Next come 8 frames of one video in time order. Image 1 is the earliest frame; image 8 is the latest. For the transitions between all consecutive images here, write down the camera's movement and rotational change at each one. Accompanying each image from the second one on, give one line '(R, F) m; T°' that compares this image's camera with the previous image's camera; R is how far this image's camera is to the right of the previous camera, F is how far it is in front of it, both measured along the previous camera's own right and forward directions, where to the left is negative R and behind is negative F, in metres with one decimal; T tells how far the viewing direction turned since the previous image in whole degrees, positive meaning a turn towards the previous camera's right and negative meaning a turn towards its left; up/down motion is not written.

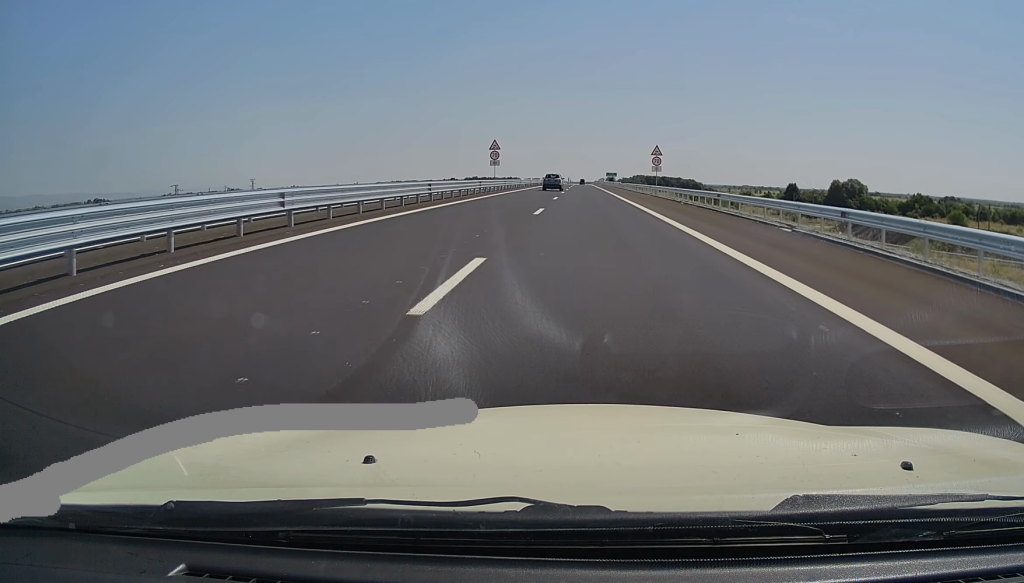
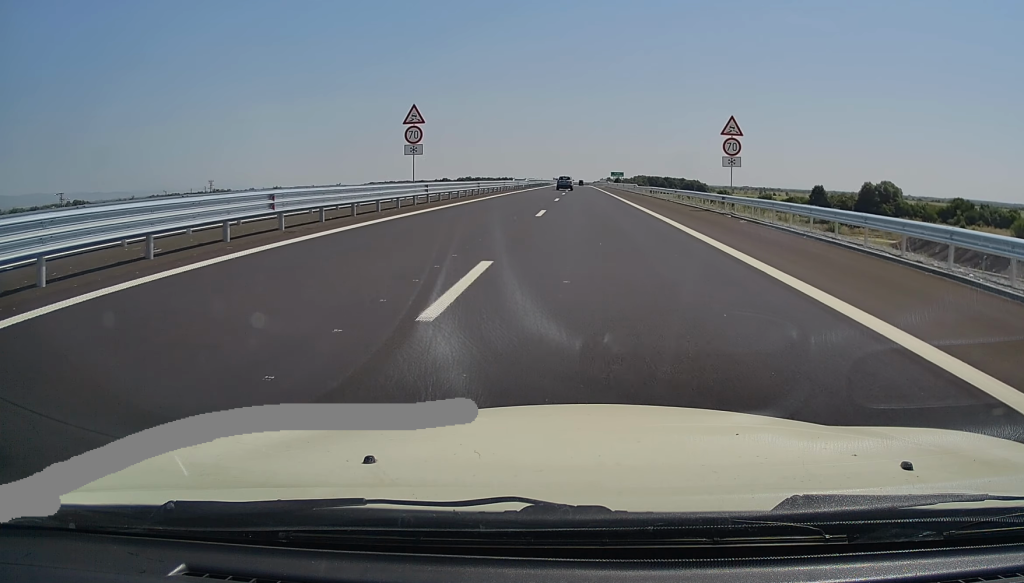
(0.0, +32.7) m; 0°
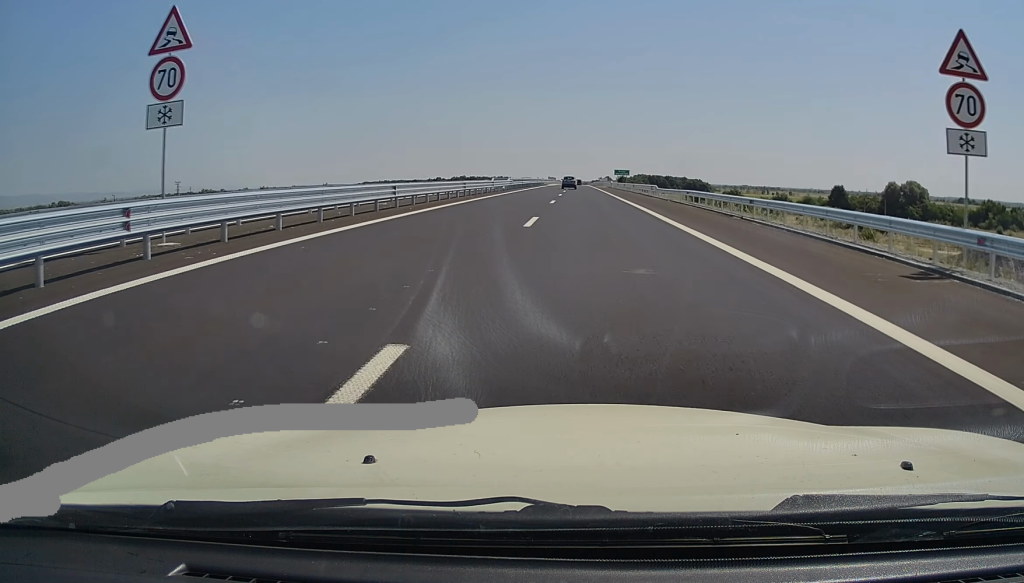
(0.0, +21.2) m; 0°
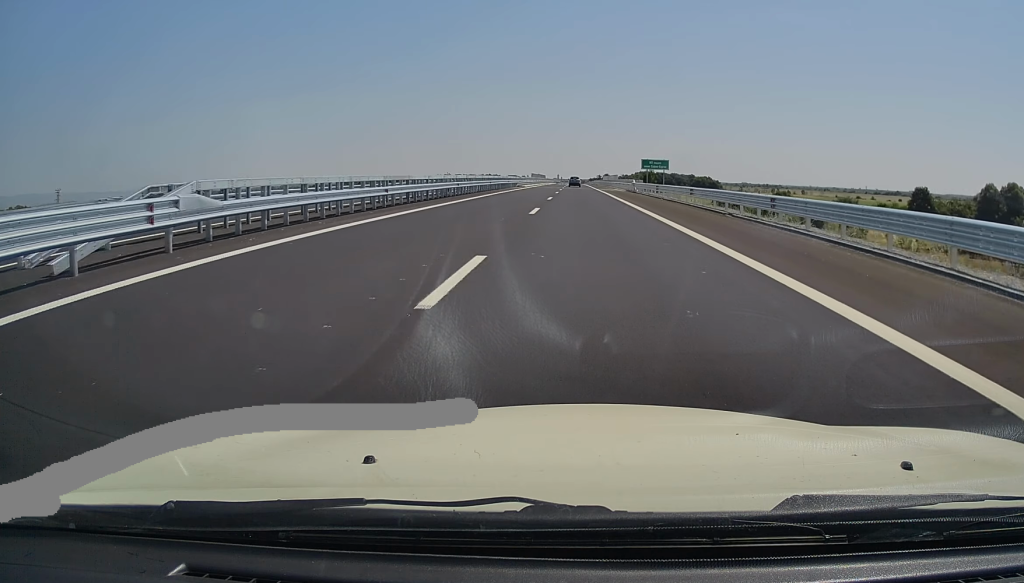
(+0.2, +59.2) m; 0°
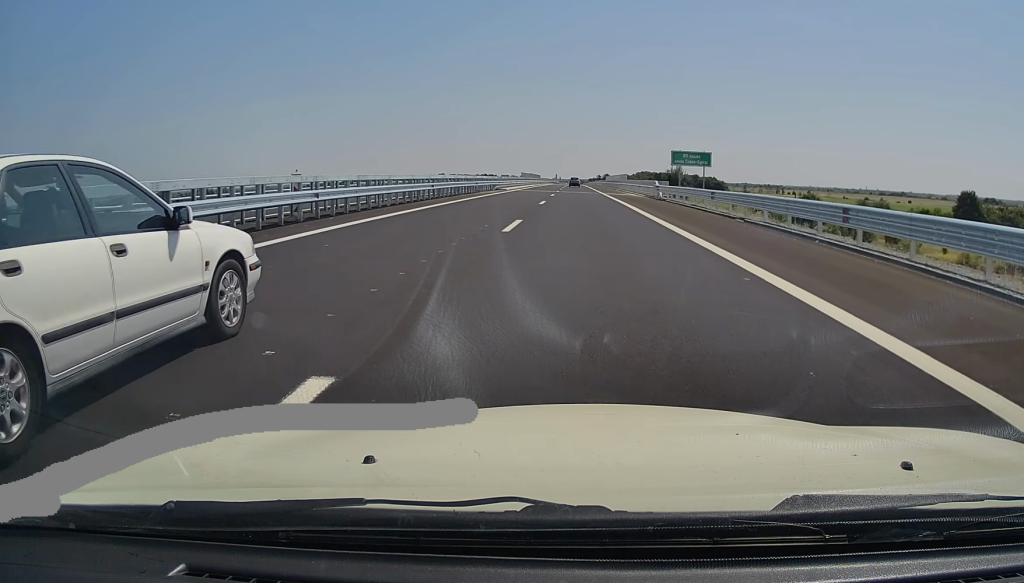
(0.0, +22.5) m; 0°
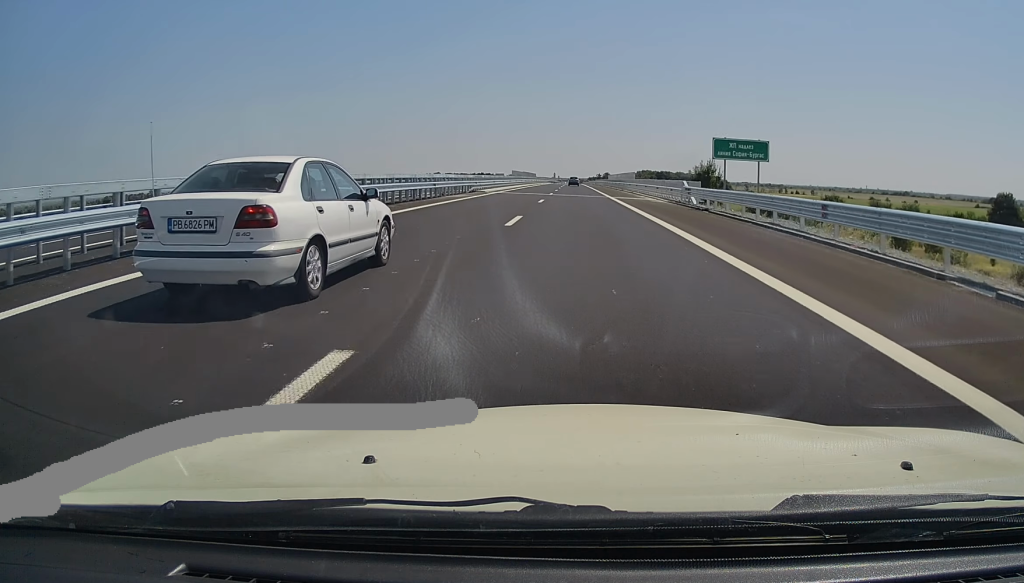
(0.0, +14.7) m; 0°
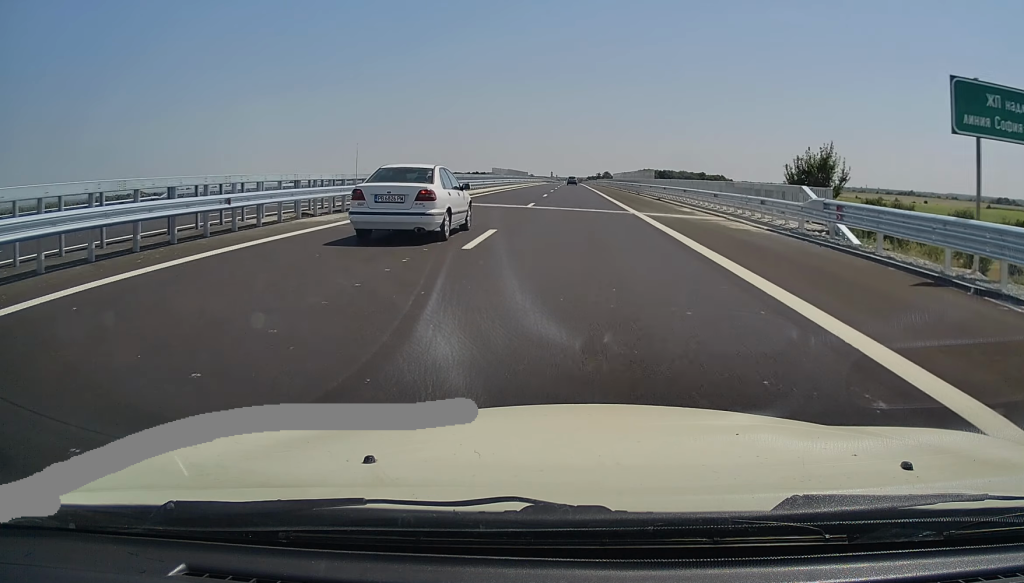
(0.0, +21.7) m; 0°
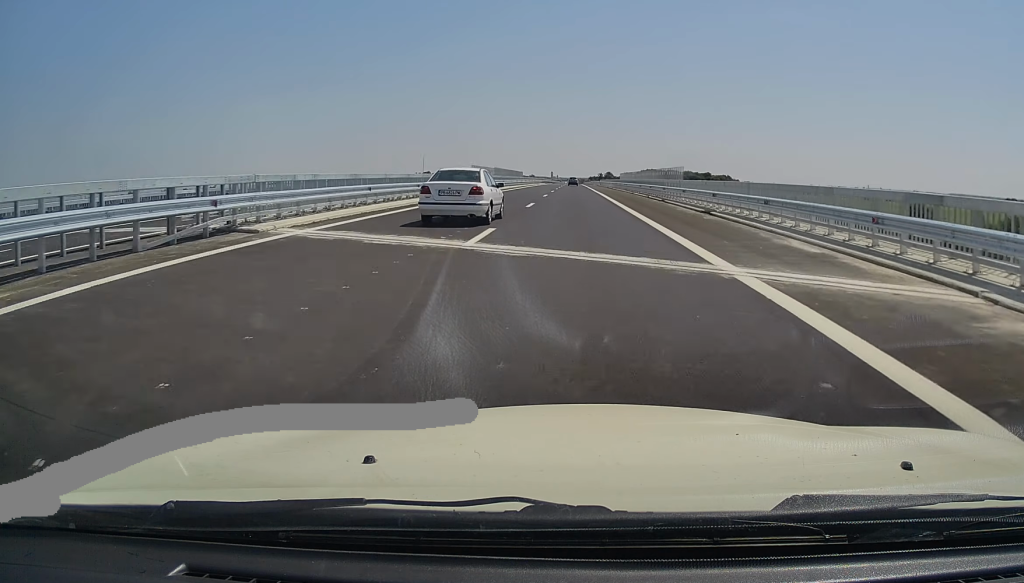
(0.0, +15.8) m; 0°
